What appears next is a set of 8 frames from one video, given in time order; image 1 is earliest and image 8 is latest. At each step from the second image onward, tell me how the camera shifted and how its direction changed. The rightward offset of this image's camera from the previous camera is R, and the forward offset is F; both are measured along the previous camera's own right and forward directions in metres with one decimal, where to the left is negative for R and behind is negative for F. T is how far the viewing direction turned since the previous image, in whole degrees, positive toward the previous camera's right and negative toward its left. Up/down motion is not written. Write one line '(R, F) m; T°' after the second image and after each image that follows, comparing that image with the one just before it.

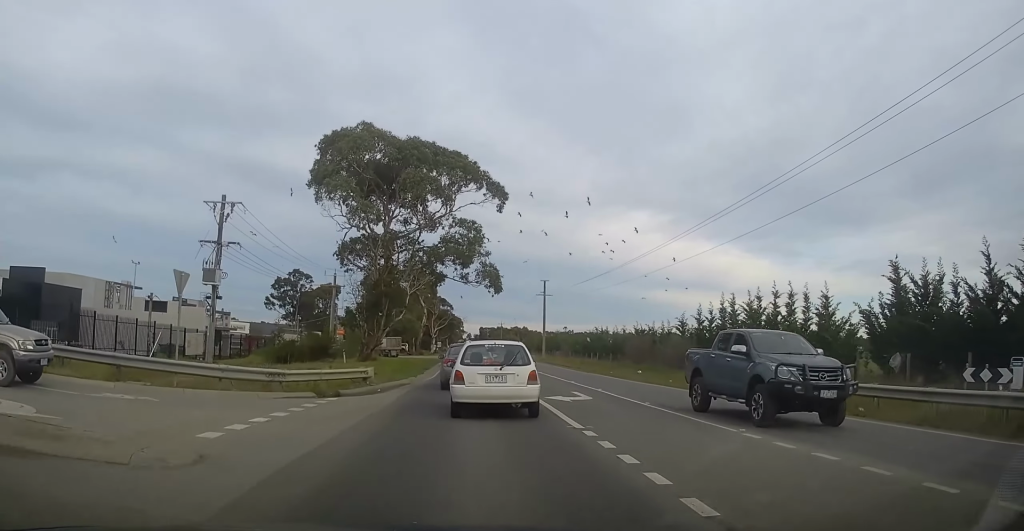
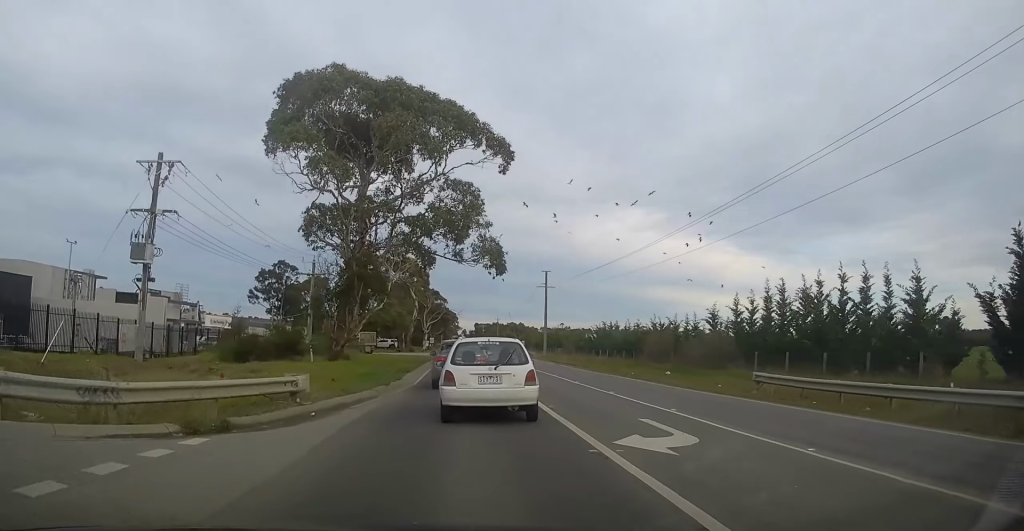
(+0.4, +8.5) m; +3°
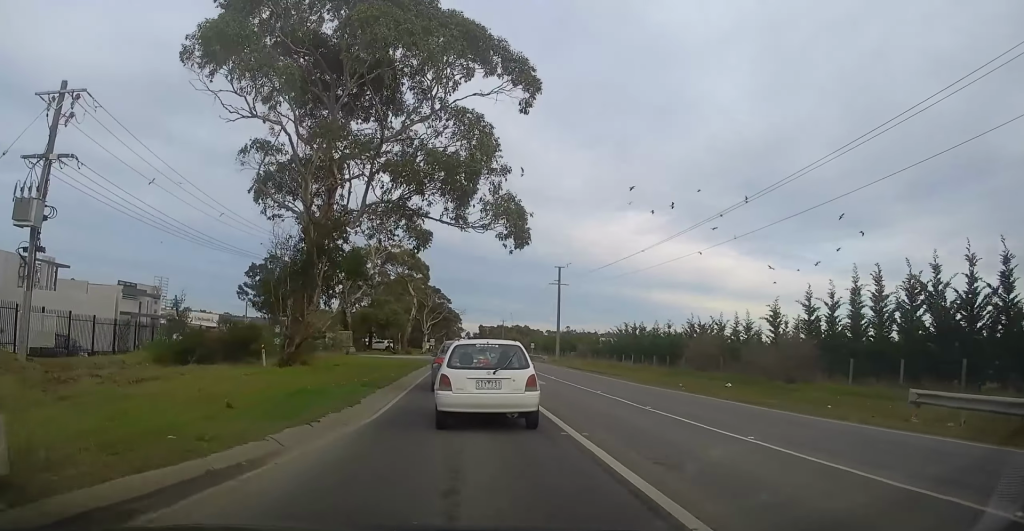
(0.0, +10.3) m; 0°
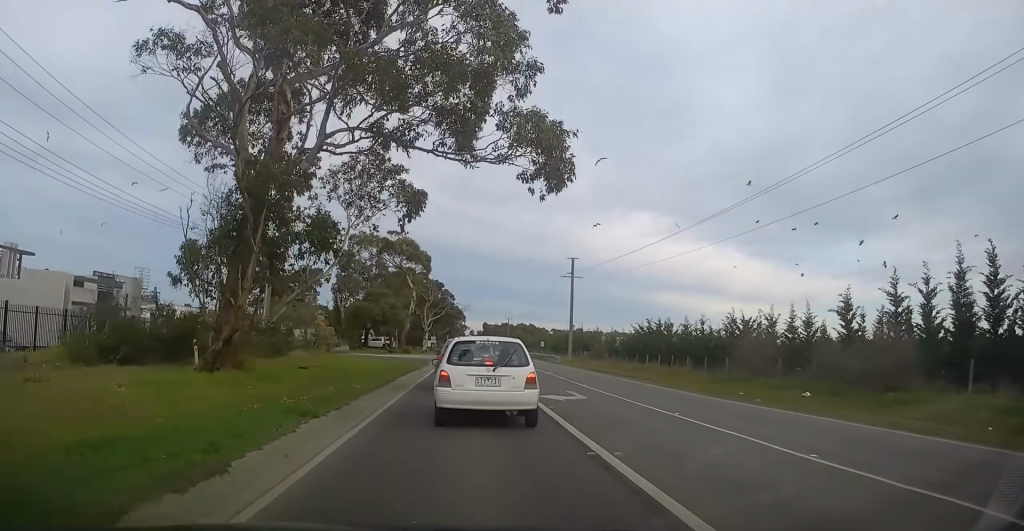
(0.0, +7.9) m; 0°
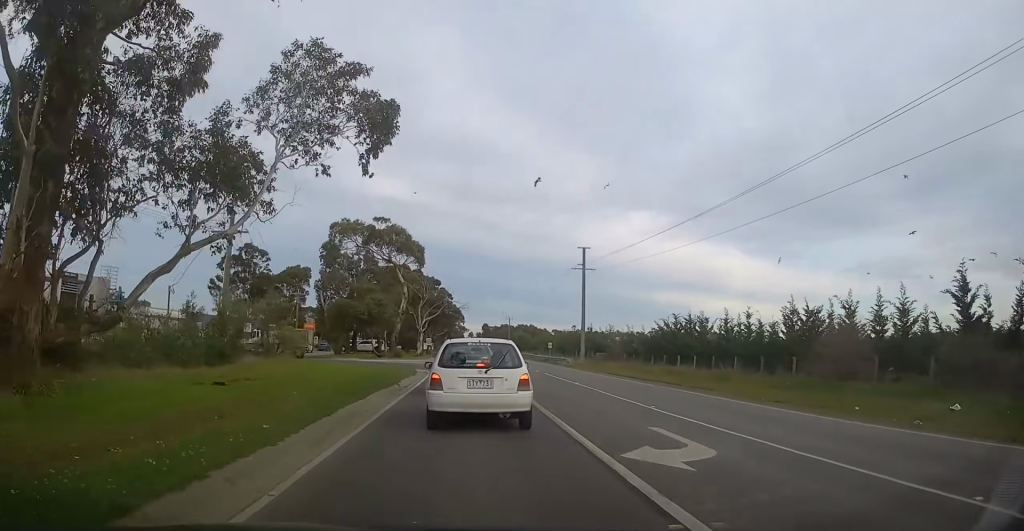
(0.0, +9.4) m; 0°
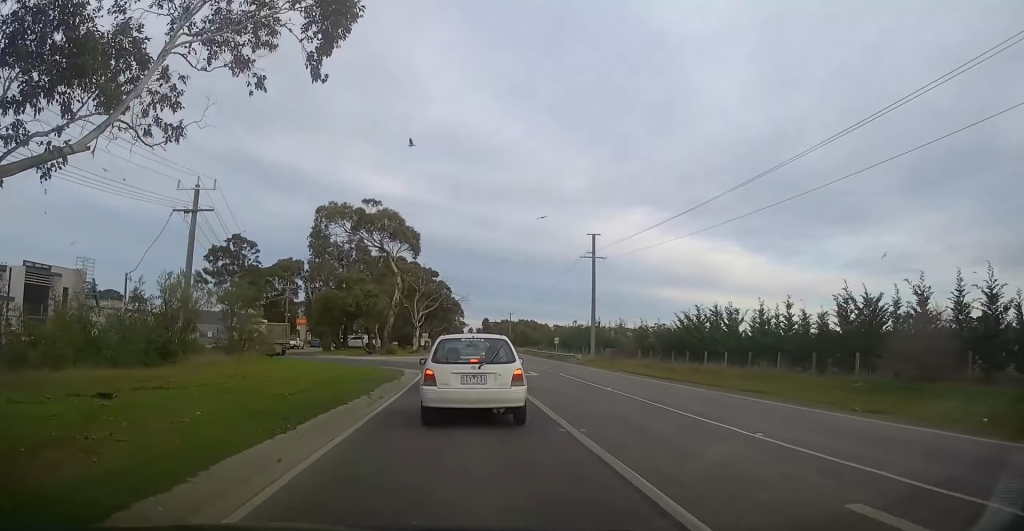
(0.0, +6.3) m; 0°
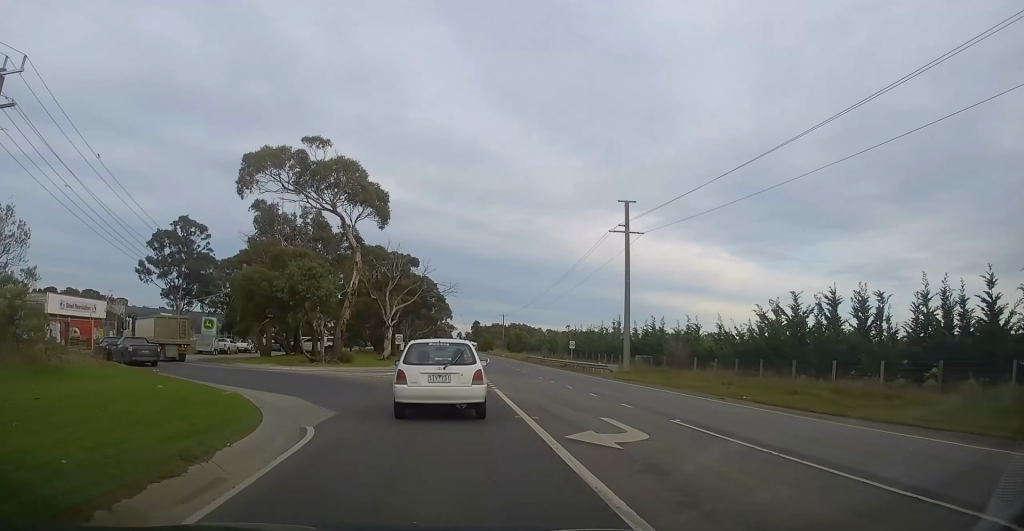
(0.0, +18.8) m; 0°
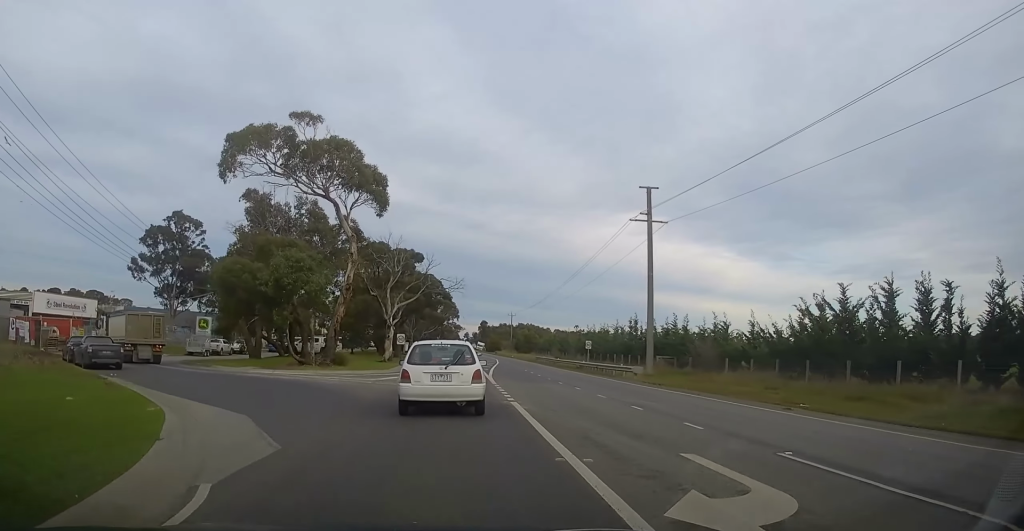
(0.0, +4.4) m; 0°
